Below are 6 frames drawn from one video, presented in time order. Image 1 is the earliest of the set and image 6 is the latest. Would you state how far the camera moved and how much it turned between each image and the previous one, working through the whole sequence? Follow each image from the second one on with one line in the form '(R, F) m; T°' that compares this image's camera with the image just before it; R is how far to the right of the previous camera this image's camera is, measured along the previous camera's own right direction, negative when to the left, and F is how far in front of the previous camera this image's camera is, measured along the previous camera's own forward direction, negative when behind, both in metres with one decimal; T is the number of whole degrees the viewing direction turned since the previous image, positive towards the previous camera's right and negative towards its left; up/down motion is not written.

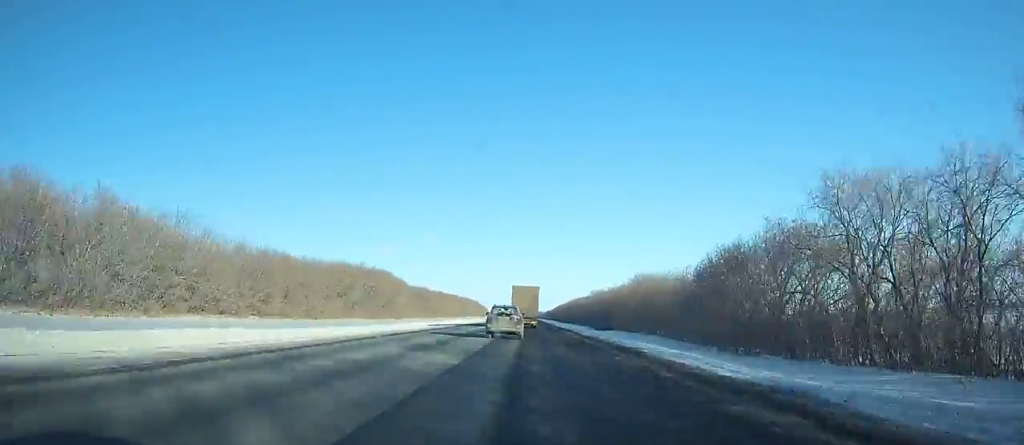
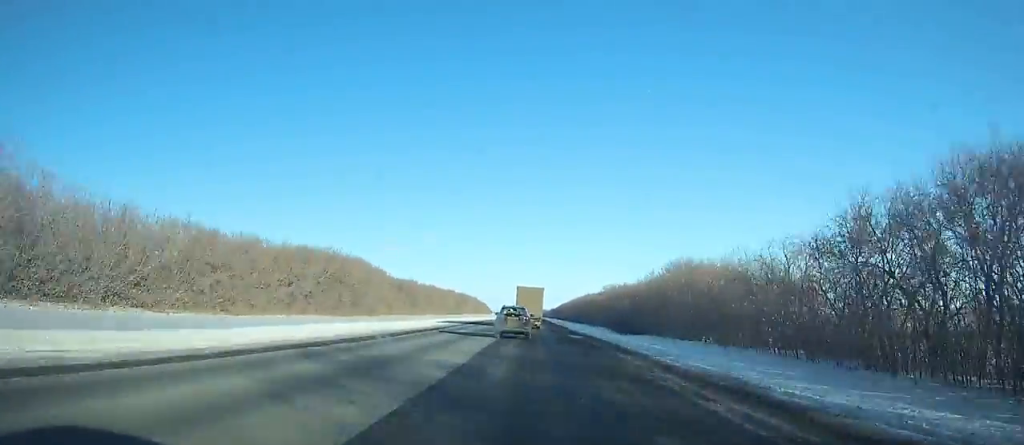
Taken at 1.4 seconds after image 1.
(-0.2, +26.3) m; 0°
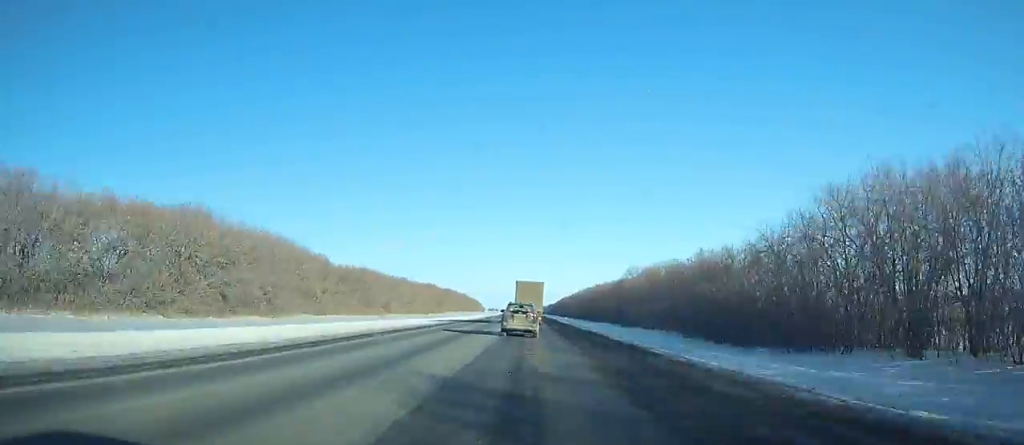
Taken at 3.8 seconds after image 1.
(+0.2, +46.6) m; +1°
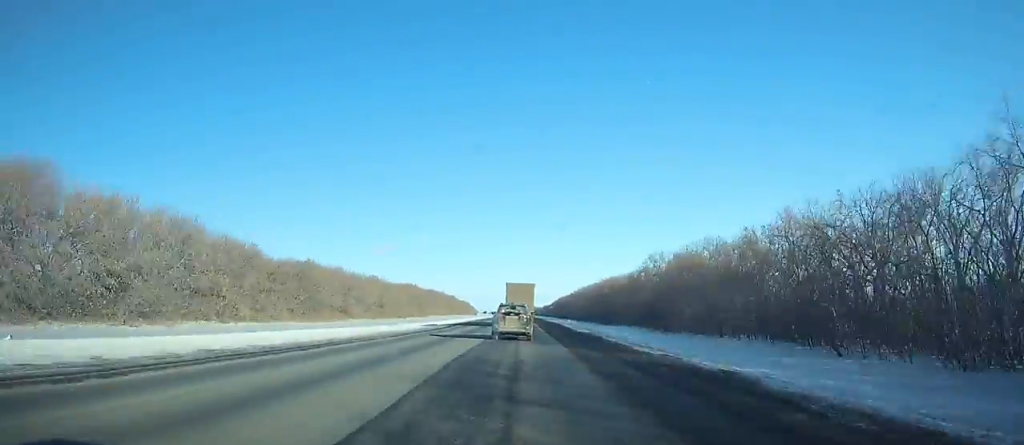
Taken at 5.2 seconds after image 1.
(0.0, +27.5) m; 0°
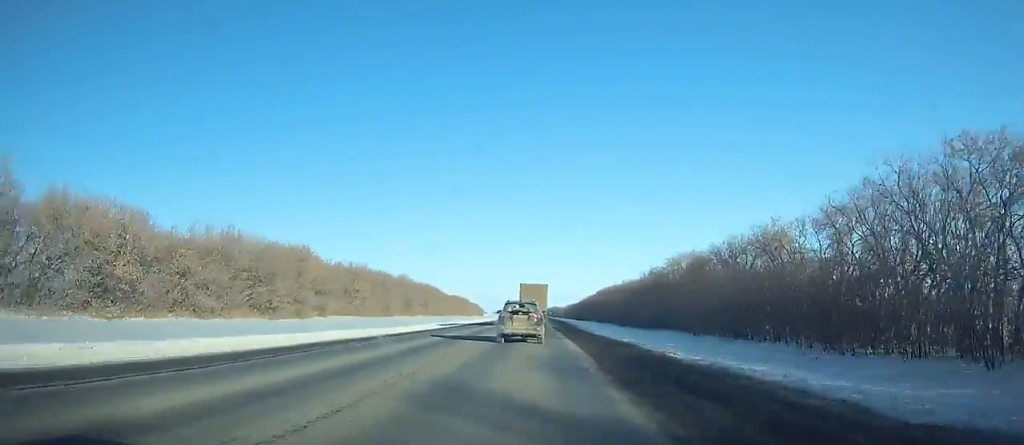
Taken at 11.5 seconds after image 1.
(-0.5, +125.2) m; -1°
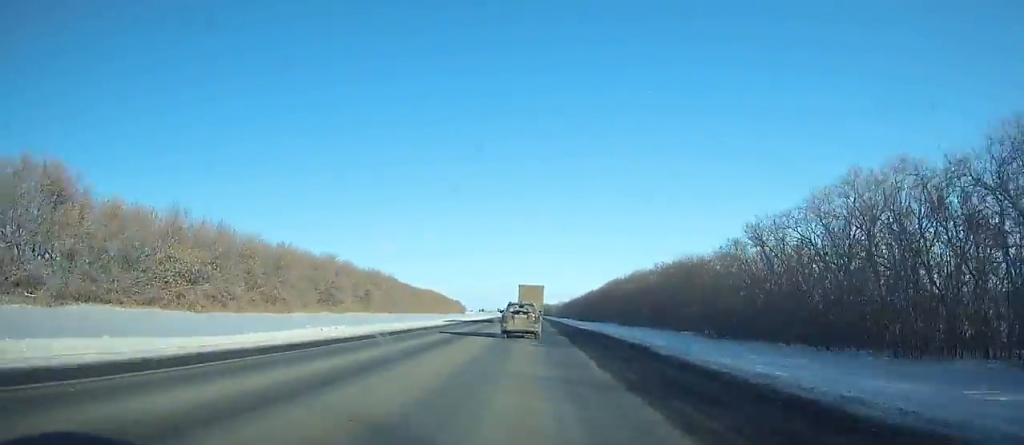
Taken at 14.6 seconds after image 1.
(+0.2, +61.1) m; +1°
